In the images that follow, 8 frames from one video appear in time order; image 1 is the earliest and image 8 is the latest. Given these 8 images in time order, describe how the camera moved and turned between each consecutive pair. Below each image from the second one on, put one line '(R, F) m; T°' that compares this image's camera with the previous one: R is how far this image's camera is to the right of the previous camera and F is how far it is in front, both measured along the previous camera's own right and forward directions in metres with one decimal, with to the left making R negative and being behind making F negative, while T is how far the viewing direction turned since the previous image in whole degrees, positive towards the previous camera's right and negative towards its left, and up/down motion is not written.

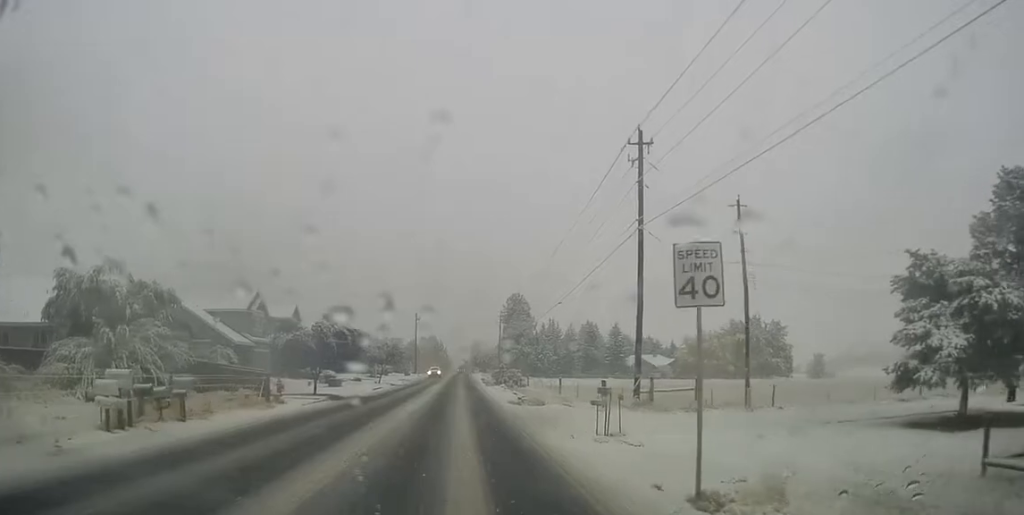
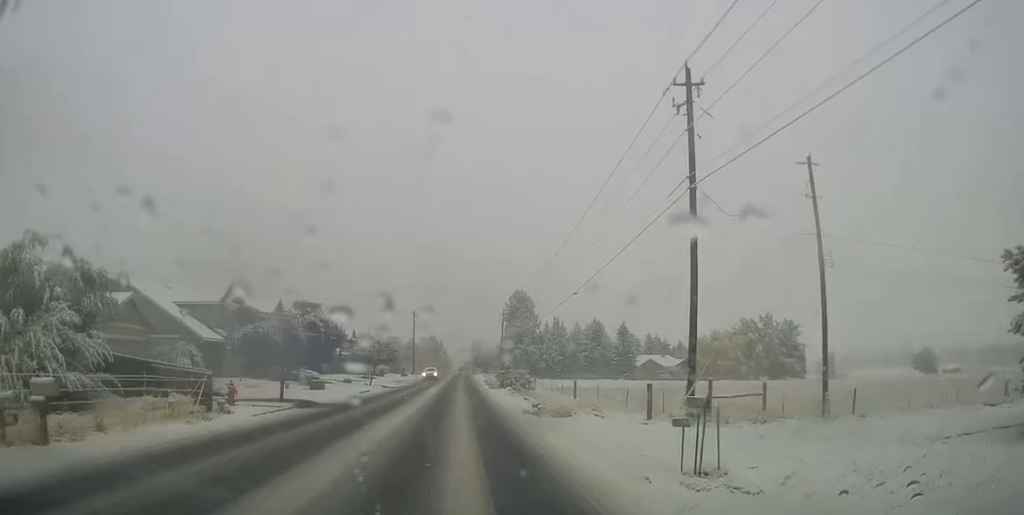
(0.0, +6.7) m; 0°
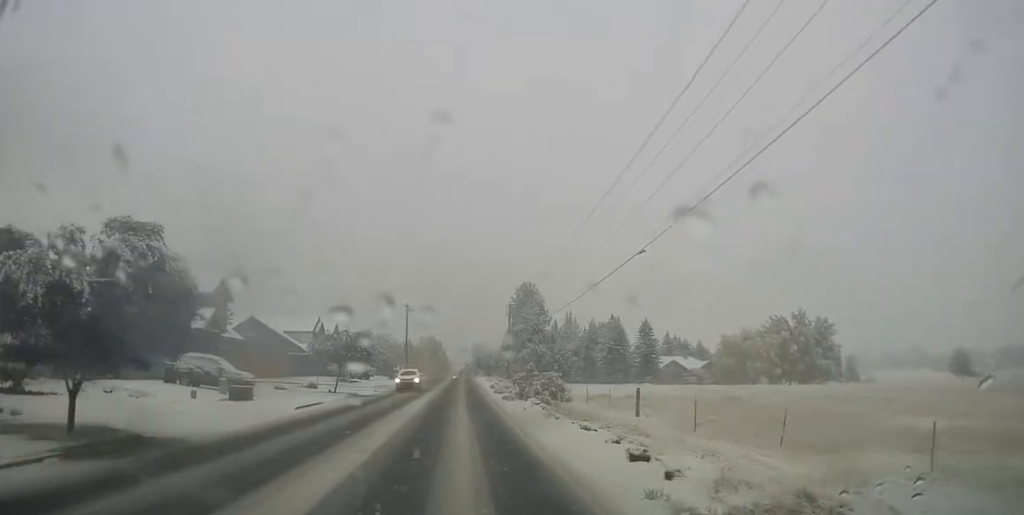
(0.0, +16.4) m; 0°
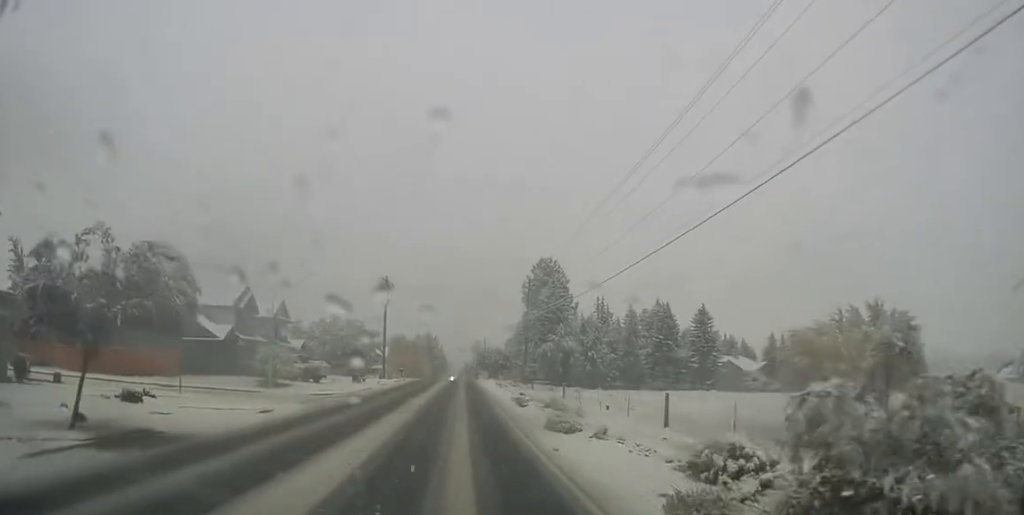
(0.0, +29.5) m; +1°
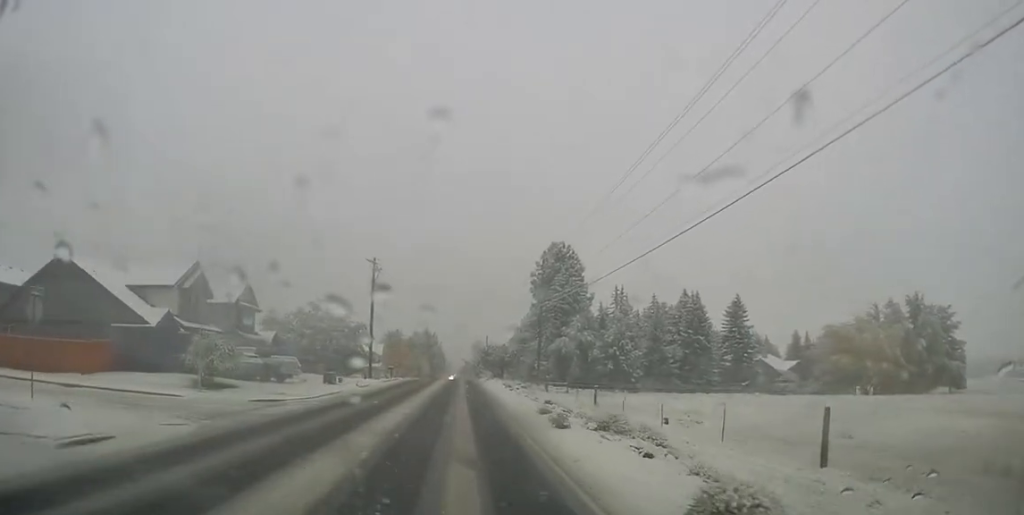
(+0.3, +11.7) m; 0°
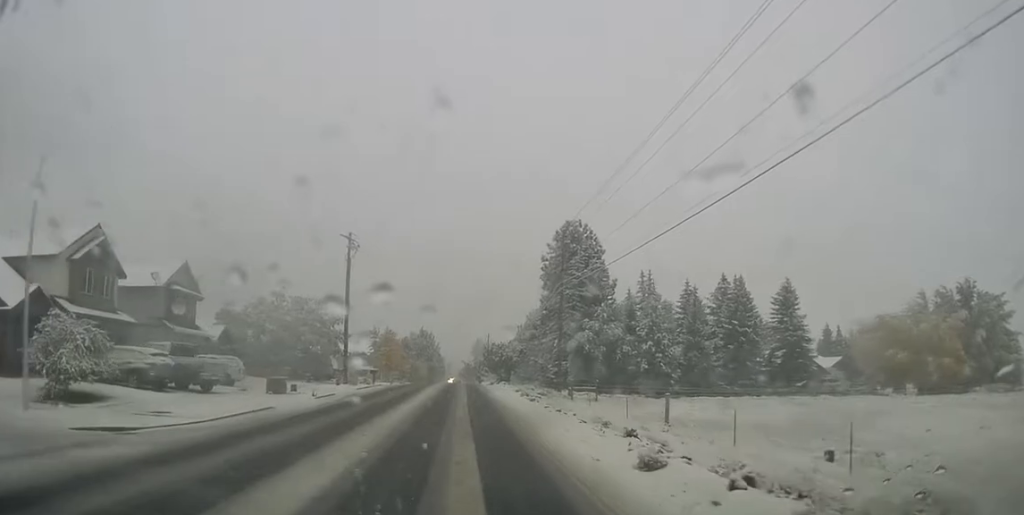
(-0.2, +13.6) m; -1°
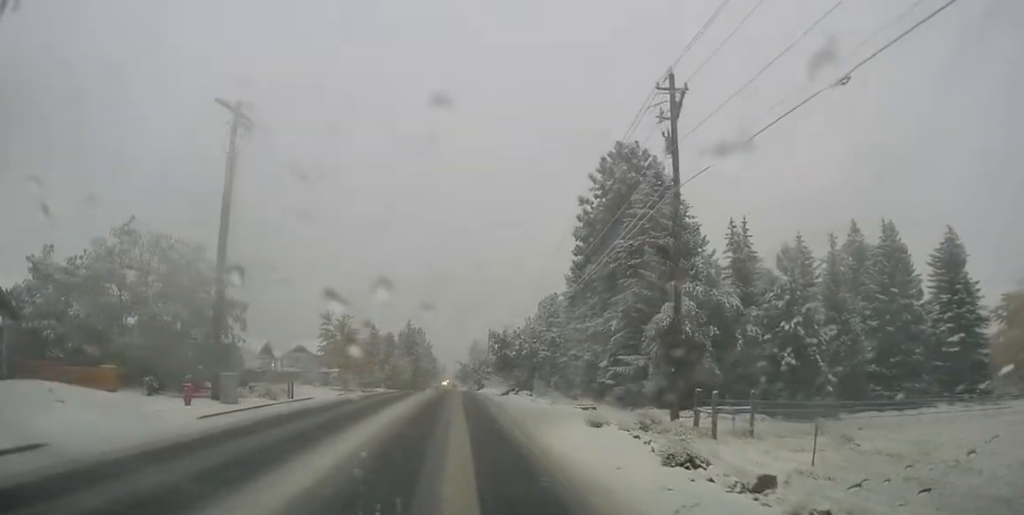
(-0.2, +27.0) m; +1°
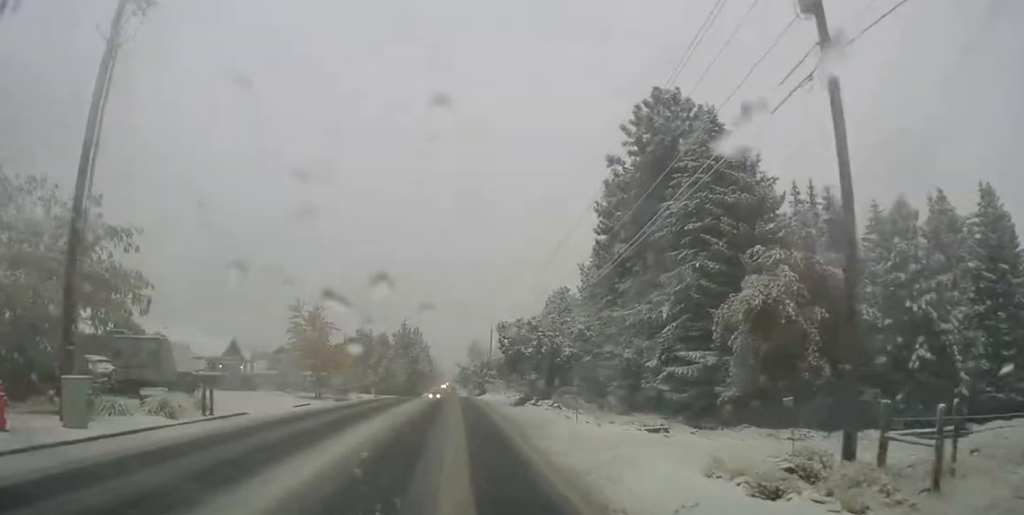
(-0.2, +10.5) m; +2°
